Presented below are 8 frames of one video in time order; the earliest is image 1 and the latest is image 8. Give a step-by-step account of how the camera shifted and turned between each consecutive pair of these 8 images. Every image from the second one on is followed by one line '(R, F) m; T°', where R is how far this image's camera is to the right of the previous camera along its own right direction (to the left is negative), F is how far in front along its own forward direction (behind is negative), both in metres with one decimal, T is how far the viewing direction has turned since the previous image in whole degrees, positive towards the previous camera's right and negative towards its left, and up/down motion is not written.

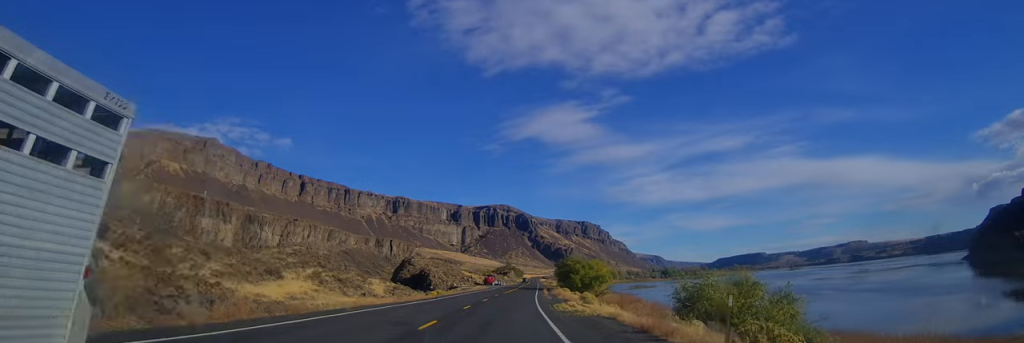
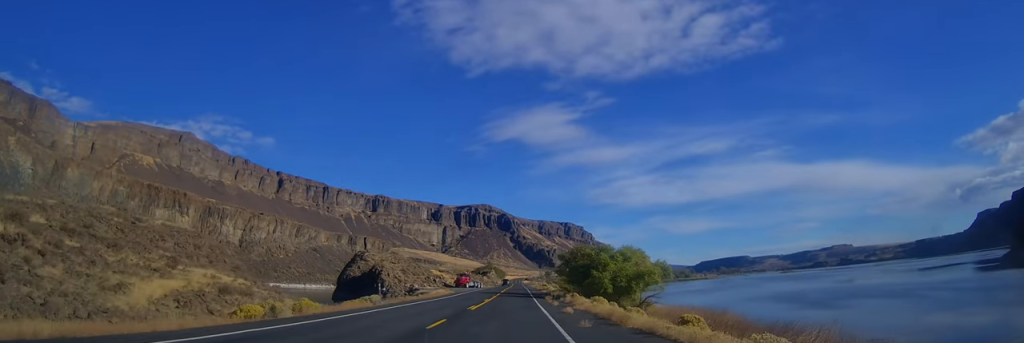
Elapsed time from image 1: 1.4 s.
(+1.3, +35.7) m; +2°
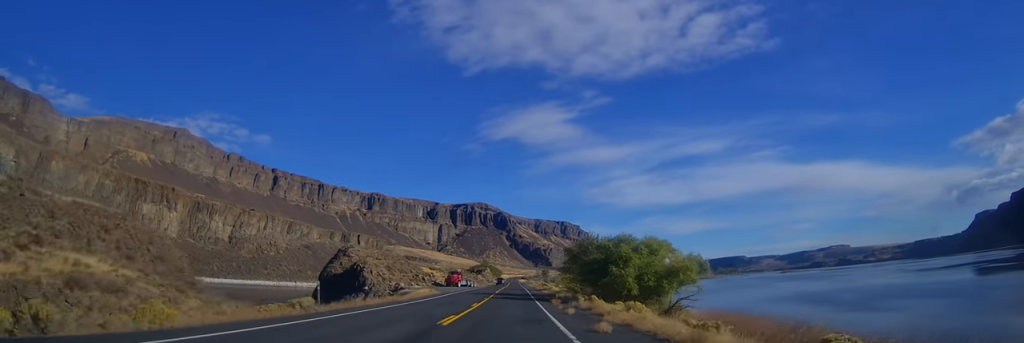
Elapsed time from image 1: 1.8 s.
(-0.2, +10.5) m; -1°
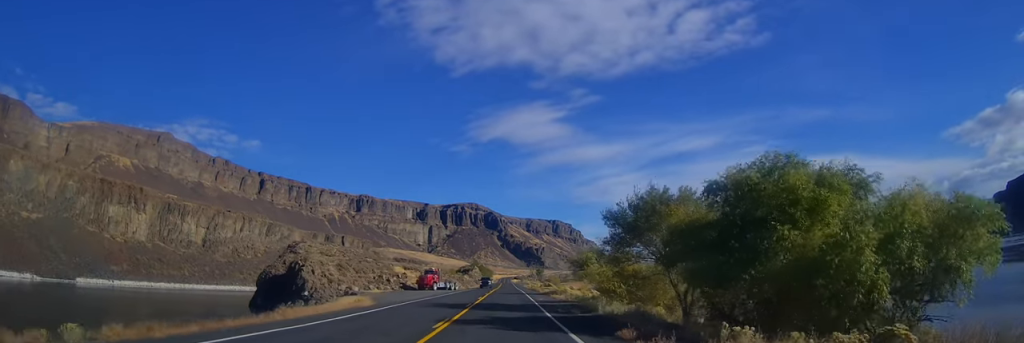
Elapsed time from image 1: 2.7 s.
(-0.2, +25.6) m; 0°
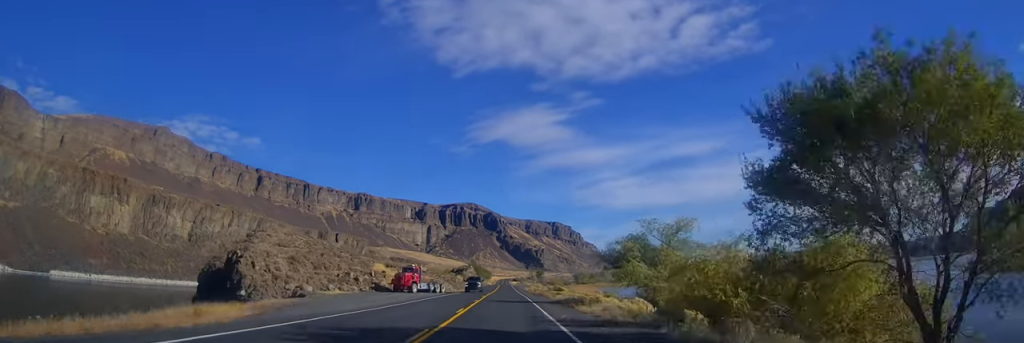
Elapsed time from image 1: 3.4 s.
(0.0, +16.9) m; +1°
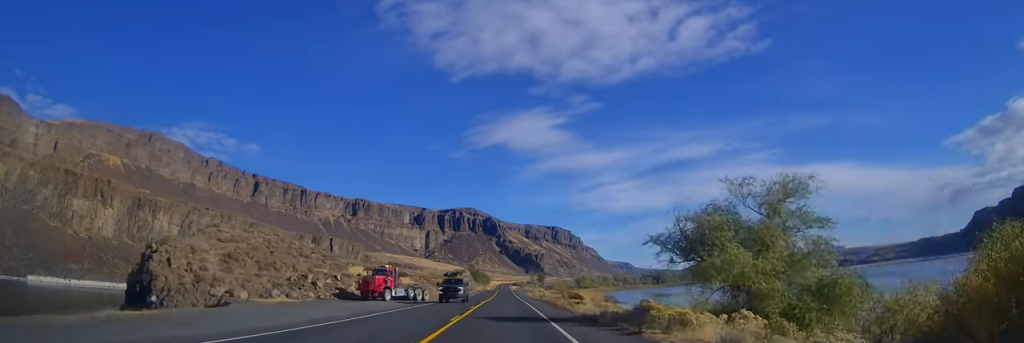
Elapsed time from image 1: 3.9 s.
(+0.1, +14.3) m; +1°
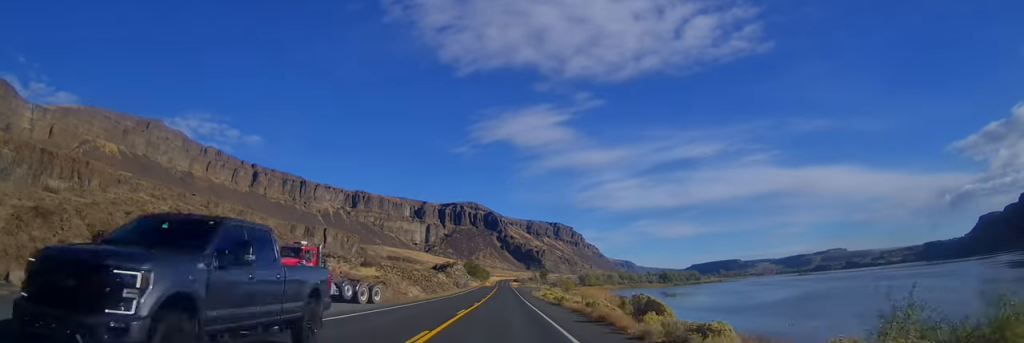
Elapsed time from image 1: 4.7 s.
(+0.3, +21.8) m; 0°
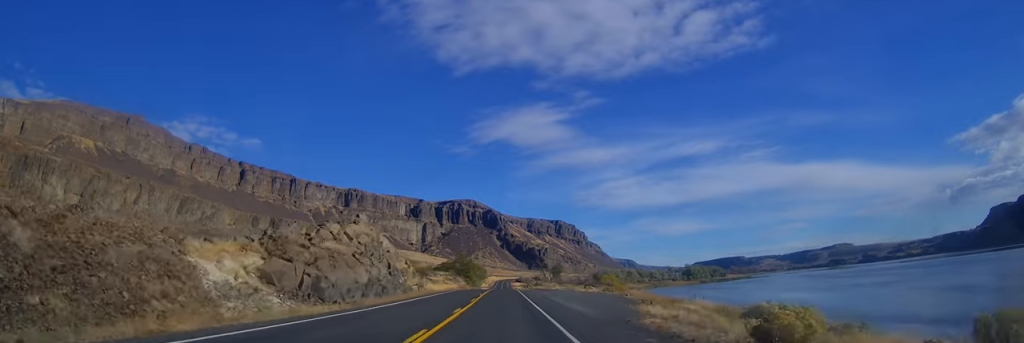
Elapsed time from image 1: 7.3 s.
(+0.8, +72.3) m; 0°
